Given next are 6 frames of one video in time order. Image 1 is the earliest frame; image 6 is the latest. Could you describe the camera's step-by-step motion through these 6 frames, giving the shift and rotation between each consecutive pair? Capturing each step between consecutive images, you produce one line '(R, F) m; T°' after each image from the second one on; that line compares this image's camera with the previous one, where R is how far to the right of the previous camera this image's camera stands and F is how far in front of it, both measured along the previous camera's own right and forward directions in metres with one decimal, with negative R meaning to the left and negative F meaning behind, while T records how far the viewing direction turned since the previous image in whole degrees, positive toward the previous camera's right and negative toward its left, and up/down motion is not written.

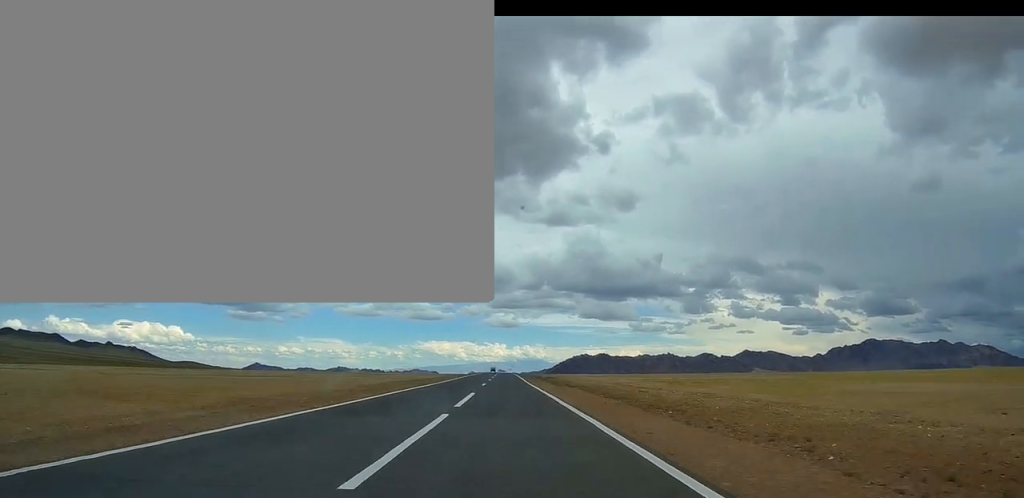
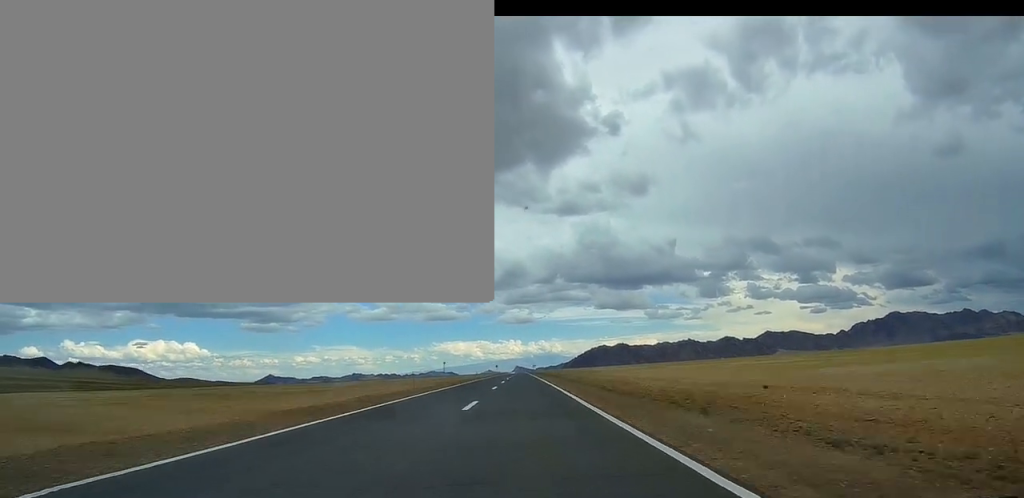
(-4.4, +188.7) m; -1°
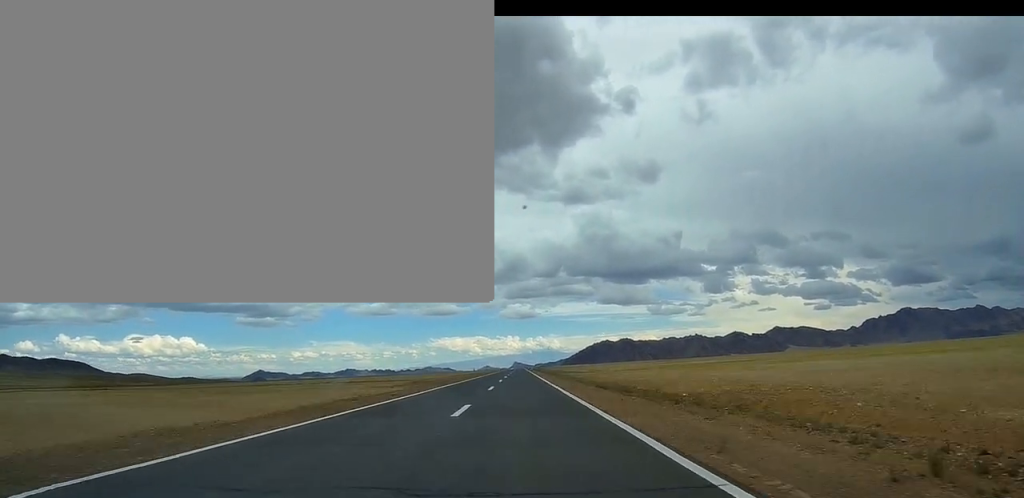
(0.0, +343.1) m; 0°
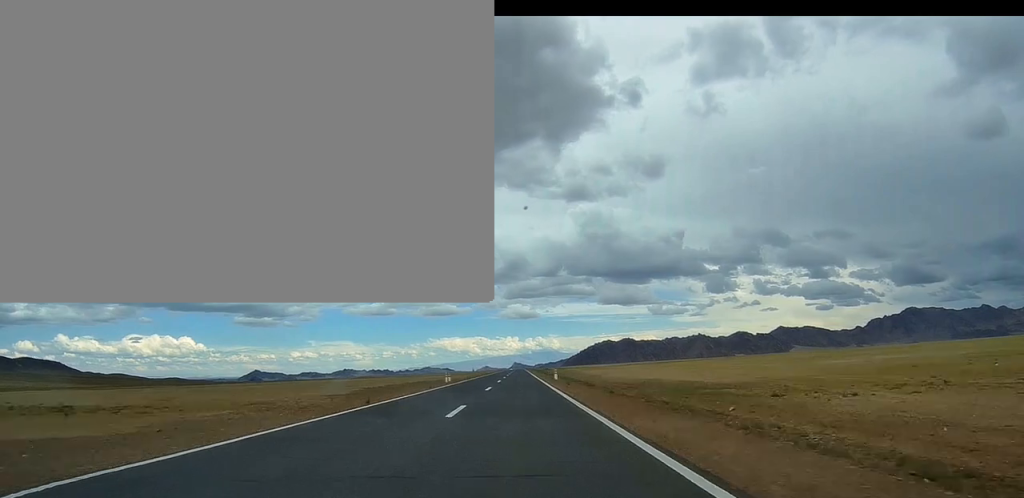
(+0.2, +140.2) m; 0°
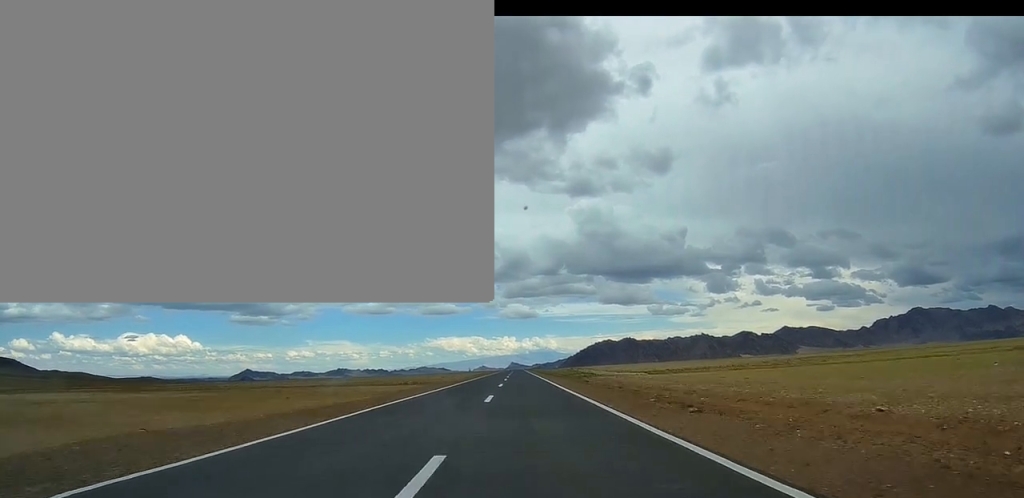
(-0.4, +219.7) m; 0°
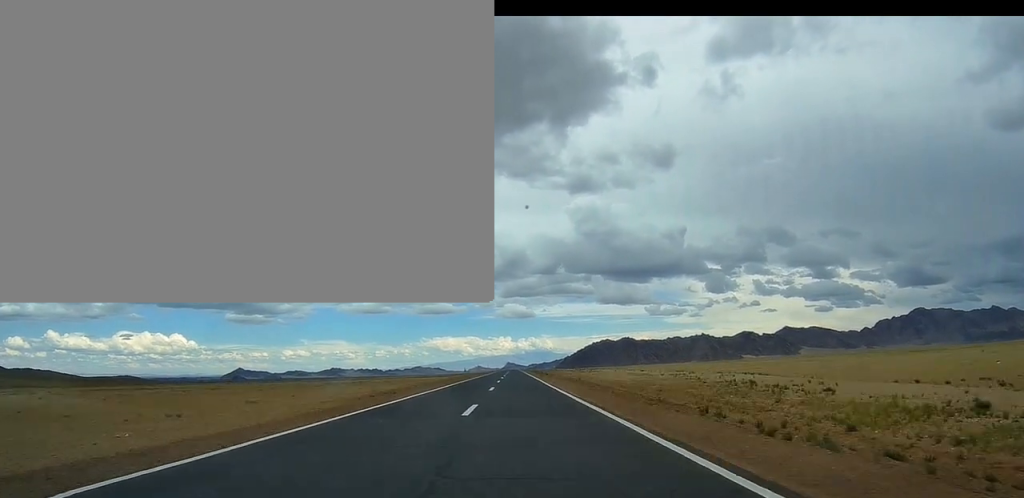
(0.0, +156.3) m; 0°
